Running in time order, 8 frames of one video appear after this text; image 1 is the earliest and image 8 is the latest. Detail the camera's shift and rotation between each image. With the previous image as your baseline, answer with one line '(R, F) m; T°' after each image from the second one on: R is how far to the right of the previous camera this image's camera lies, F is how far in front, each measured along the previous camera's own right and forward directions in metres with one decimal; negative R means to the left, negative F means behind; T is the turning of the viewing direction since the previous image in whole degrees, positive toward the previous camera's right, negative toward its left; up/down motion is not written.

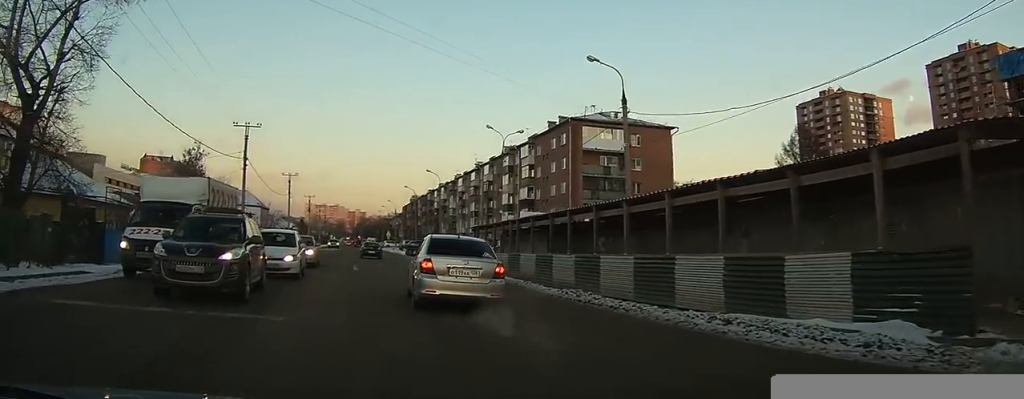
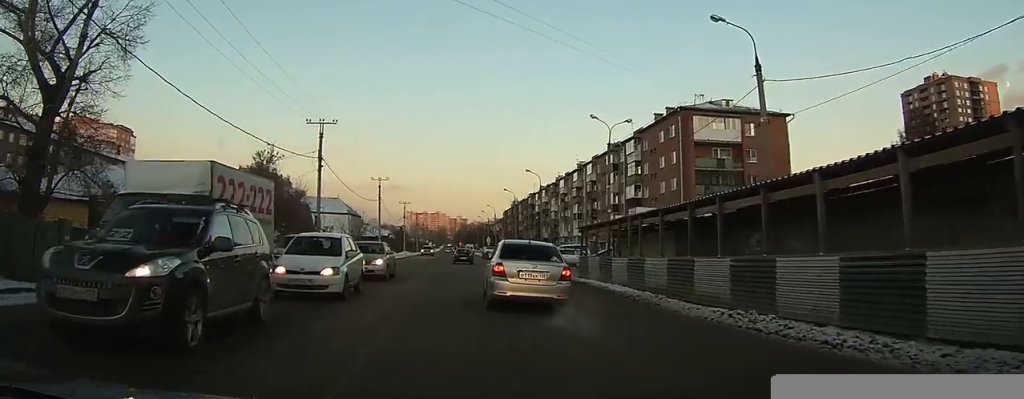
(-1.1, +4.6) m; -15°
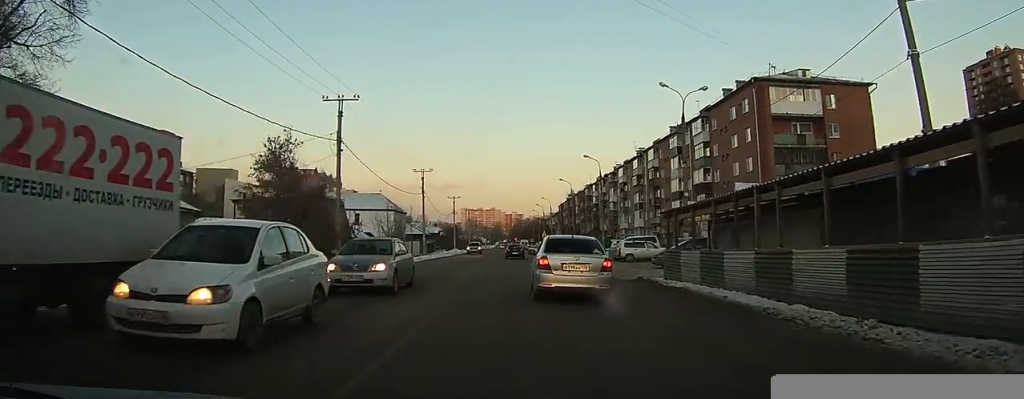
(-0.8, +6.0) m; -12°
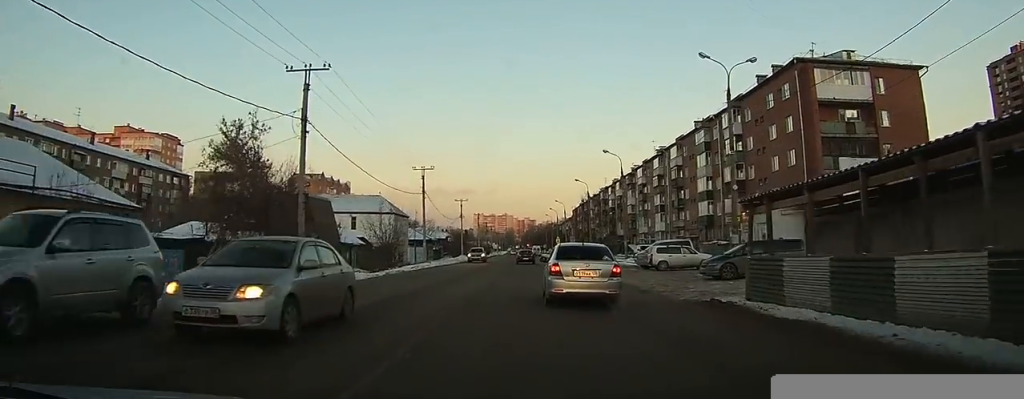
(-0.4, +6.3) m; -7°
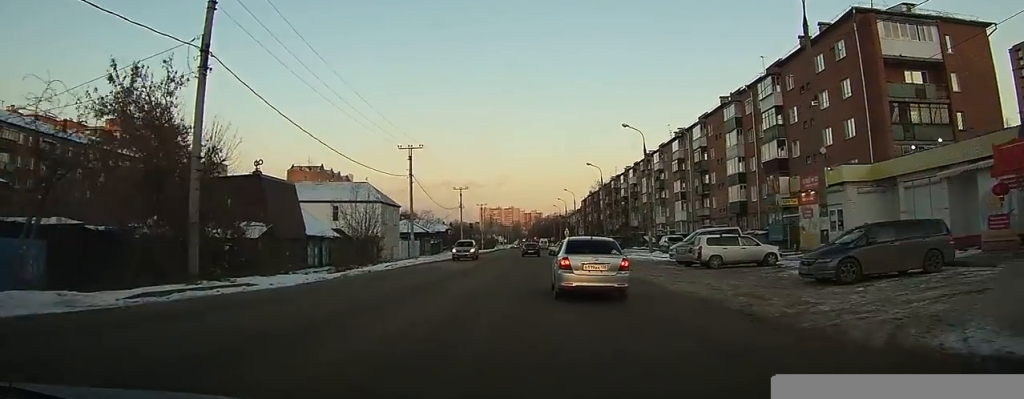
(-0.6, +8.9) m; -6°
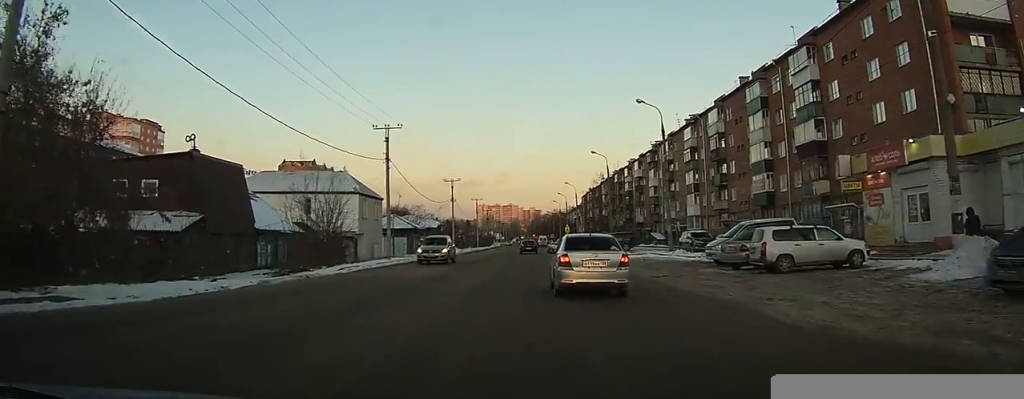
(-0.3, +7.7) m; -2°
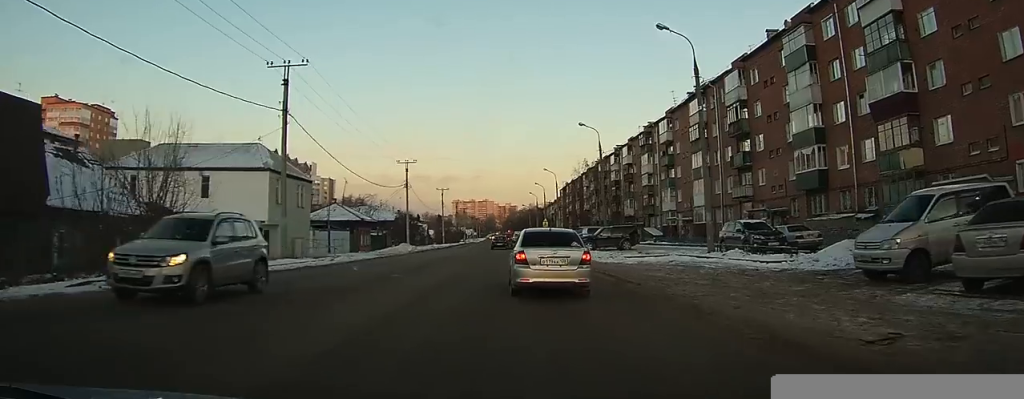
(+0.1, +14.8) m; +2°
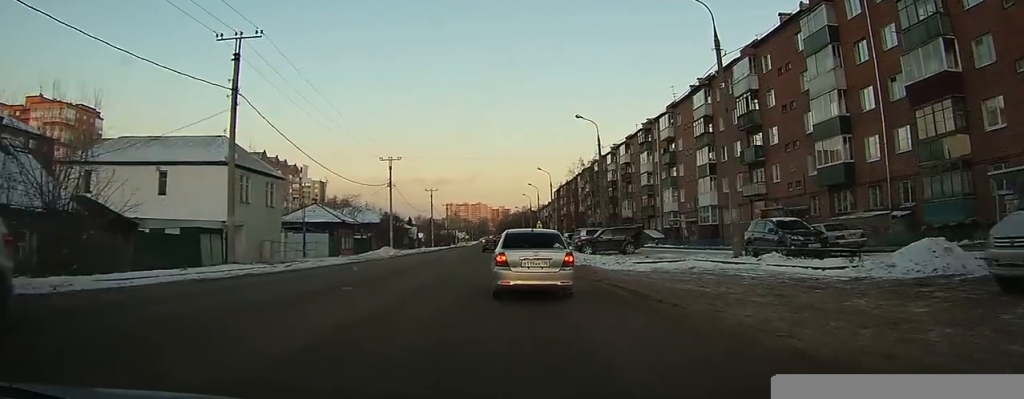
(+0.1, +4.6) m; +1°
